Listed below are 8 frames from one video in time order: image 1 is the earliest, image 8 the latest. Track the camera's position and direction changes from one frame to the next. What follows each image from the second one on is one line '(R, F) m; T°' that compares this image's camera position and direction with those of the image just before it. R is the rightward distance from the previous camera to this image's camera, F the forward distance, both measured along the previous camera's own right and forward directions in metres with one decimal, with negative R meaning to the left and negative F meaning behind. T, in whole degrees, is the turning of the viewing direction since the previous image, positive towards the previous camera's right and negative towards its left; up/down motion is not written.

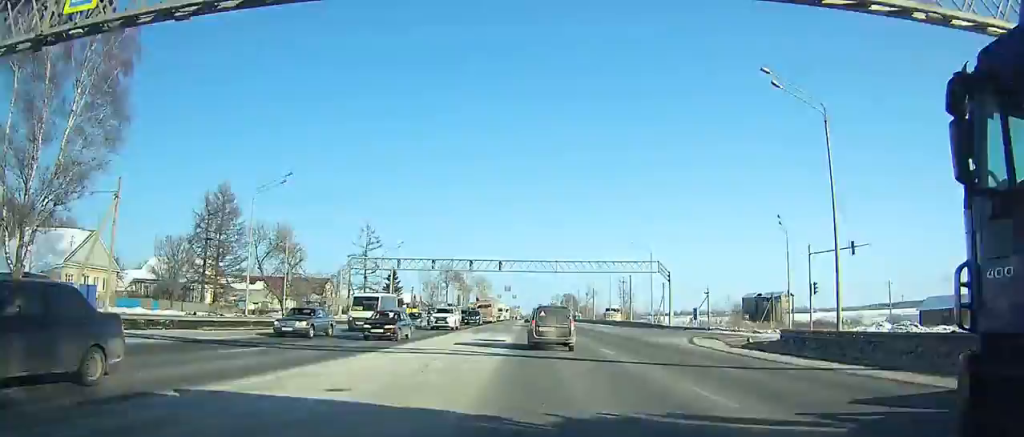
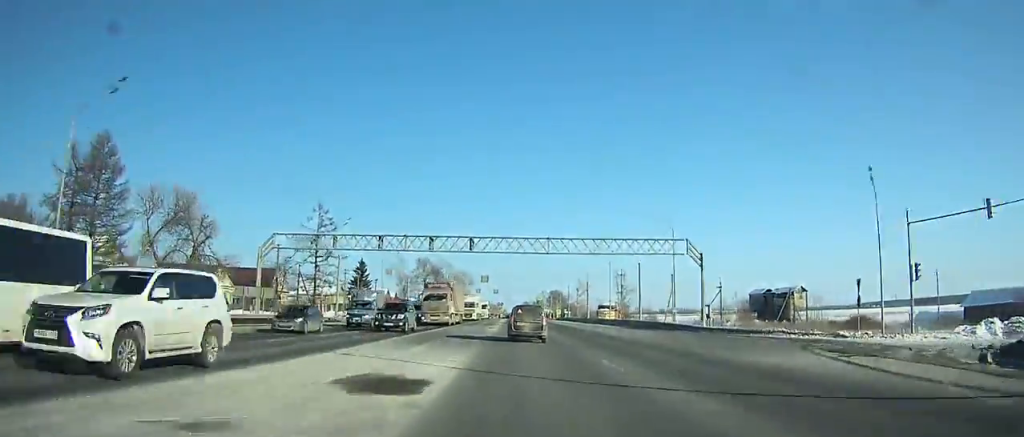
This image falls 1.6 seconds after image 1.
(+0.2, +20.2) m; +1°
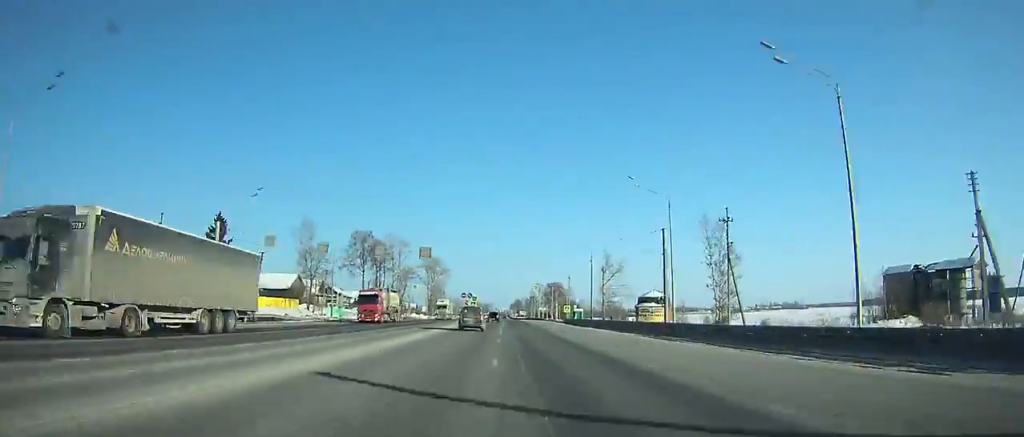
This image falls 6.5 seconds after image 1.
(+1.2, +73.7) m; +1°
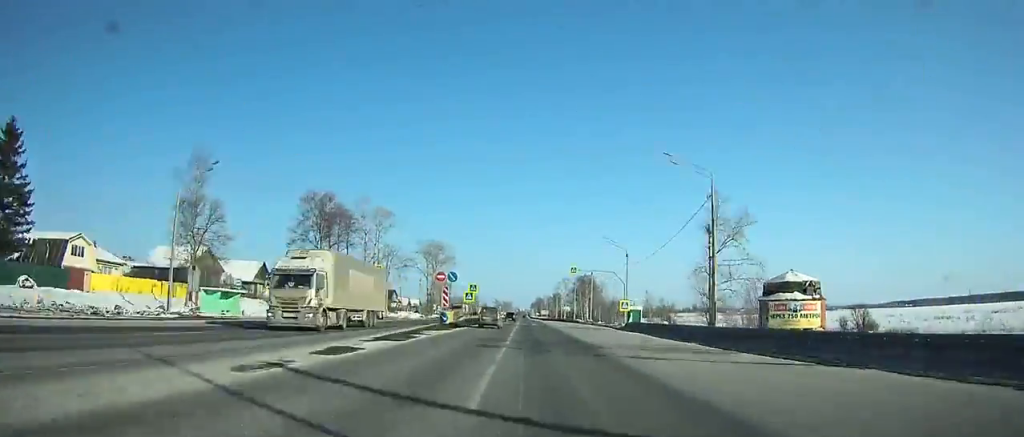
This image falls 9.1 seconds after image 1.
(-0.4, +47.0) m; -1°
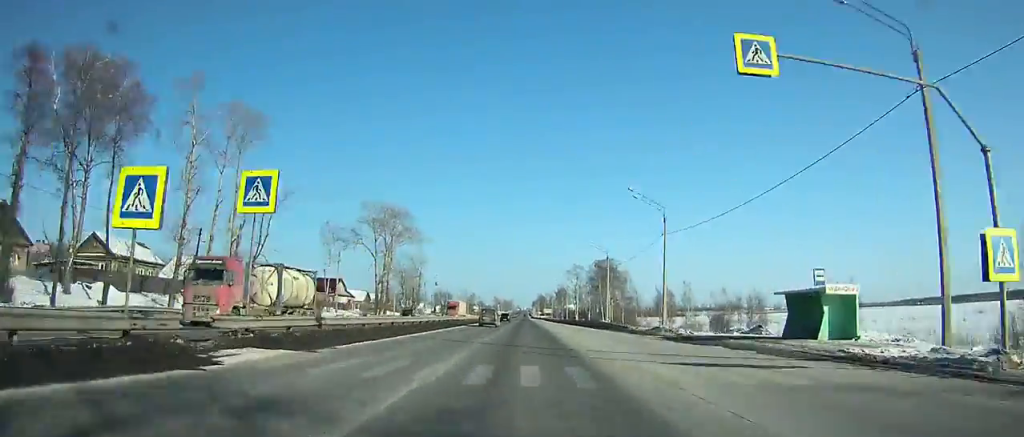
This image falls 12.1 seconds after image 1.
(-0.5, +59.9) m; -1°
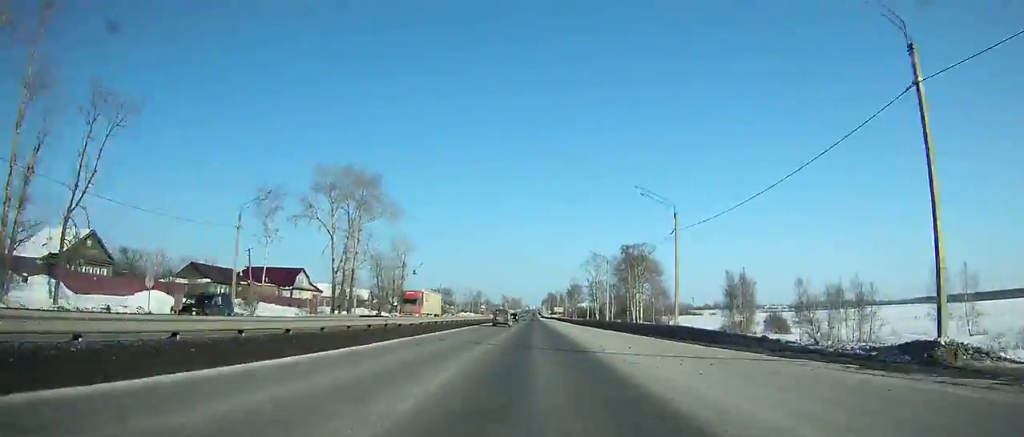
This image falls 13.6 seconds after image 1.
(-0.1, +31.9) m; 0°
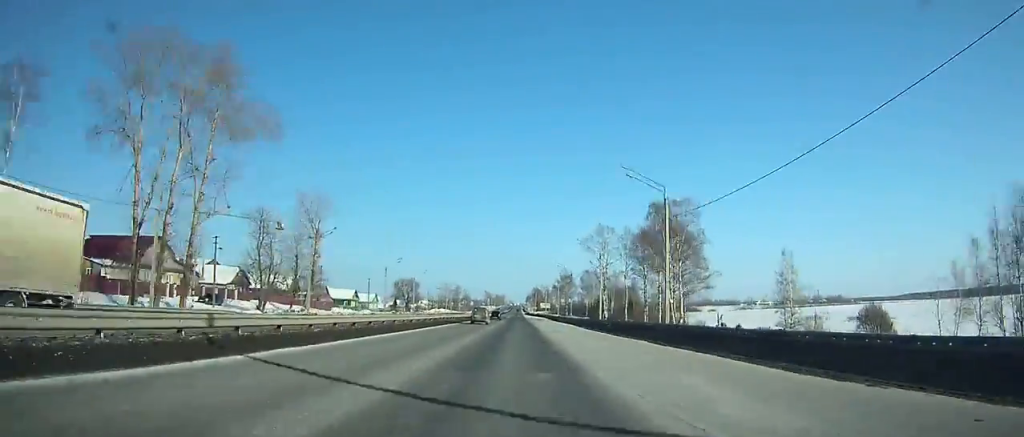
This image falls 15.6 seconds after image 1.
(0.0, +43.2) m; 0°
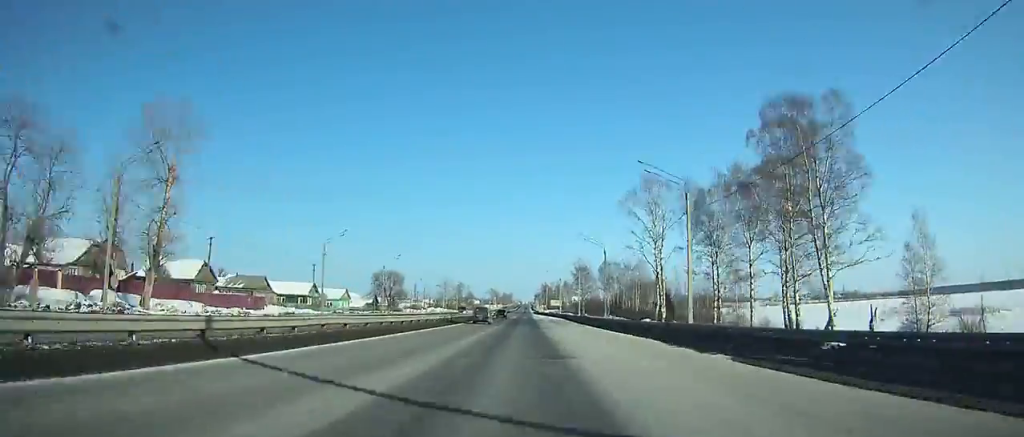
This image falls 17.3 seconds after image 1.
(+0.1, +37.5) m; 0°
